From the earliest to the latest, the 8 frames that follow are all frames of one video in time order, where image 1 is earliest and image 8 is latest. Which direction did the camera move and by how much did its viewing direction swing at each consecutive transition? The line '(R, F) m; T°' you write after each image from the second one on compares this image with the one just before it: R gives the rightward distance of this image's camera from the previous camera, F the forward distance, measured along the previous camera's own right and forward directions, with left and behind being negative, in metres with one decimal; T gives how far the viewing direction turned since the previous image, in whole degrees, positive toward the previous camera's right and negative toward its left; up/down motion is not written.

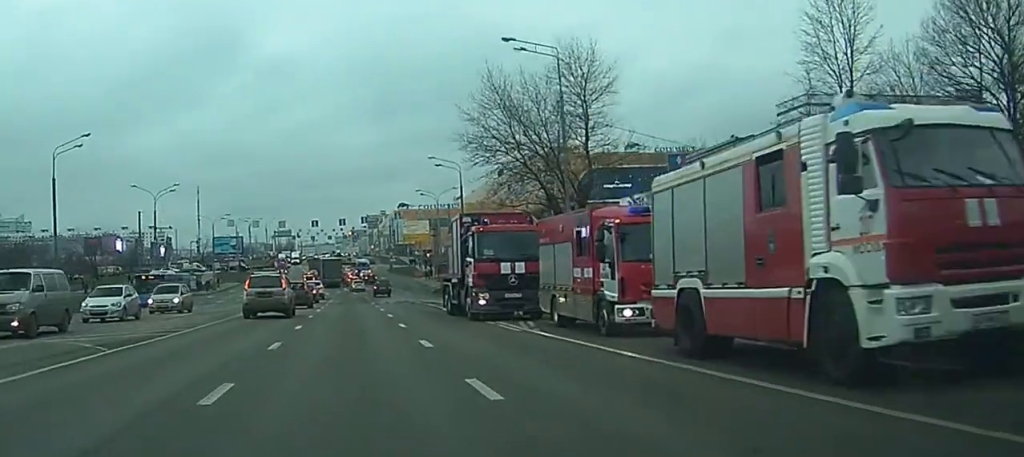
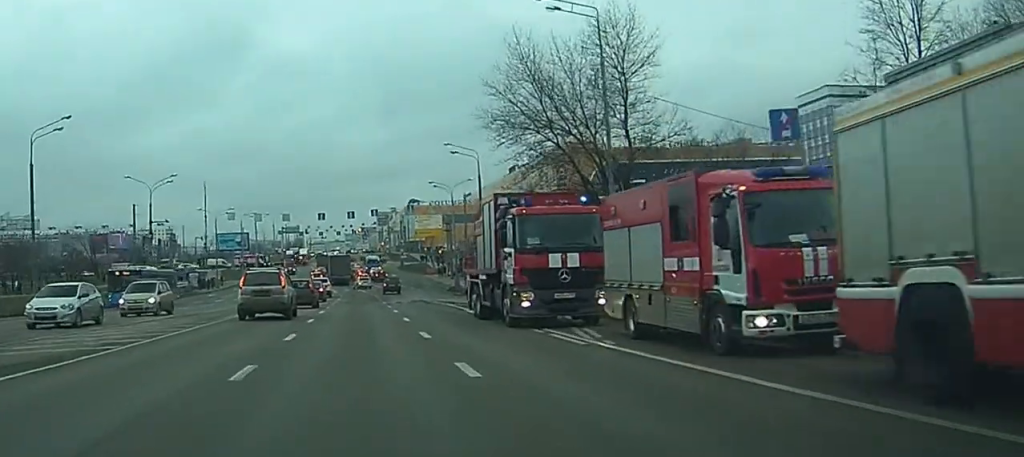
(0.0, +5.8) m; -1°
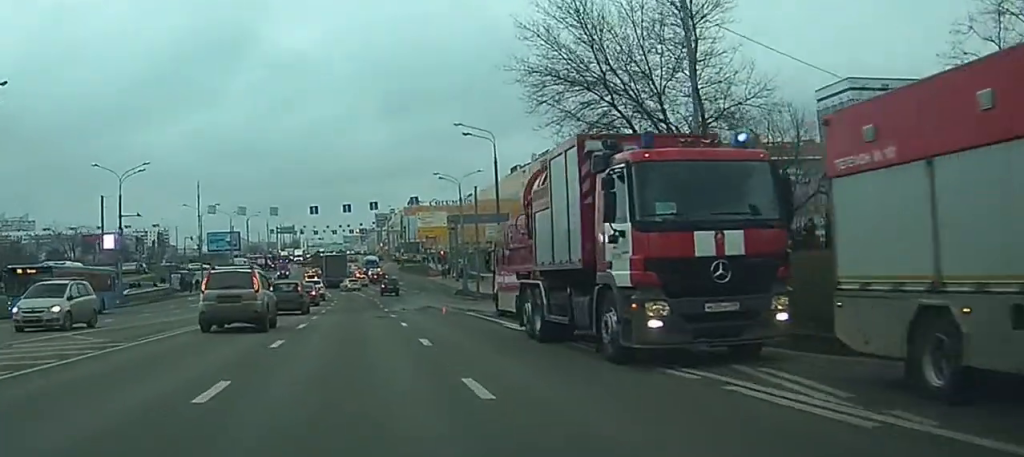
(-0.1, +9.7) m; -1°
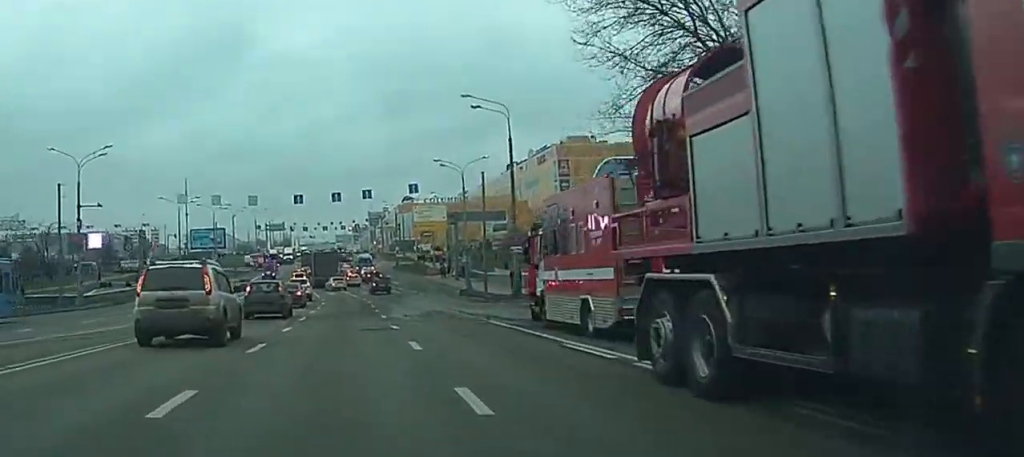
(-0.1, +9.2) m; 0°
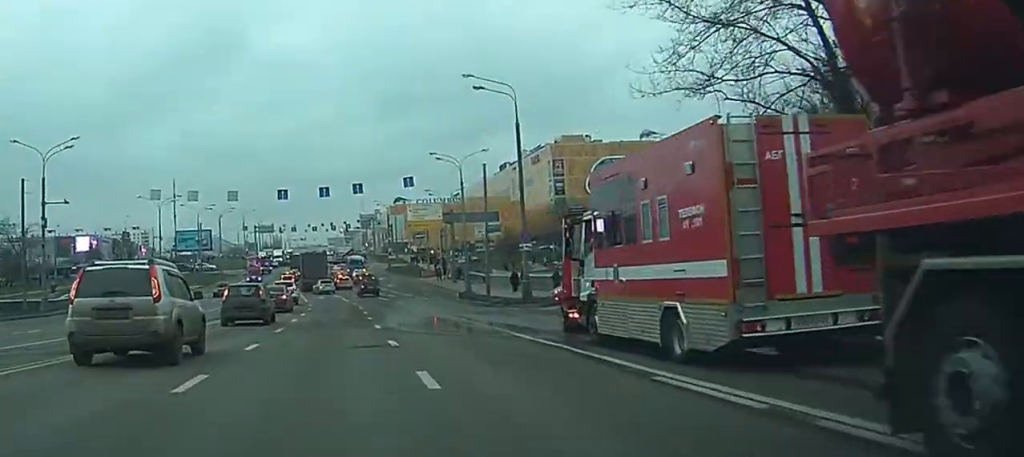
(0.0, +5.8) m; +1°
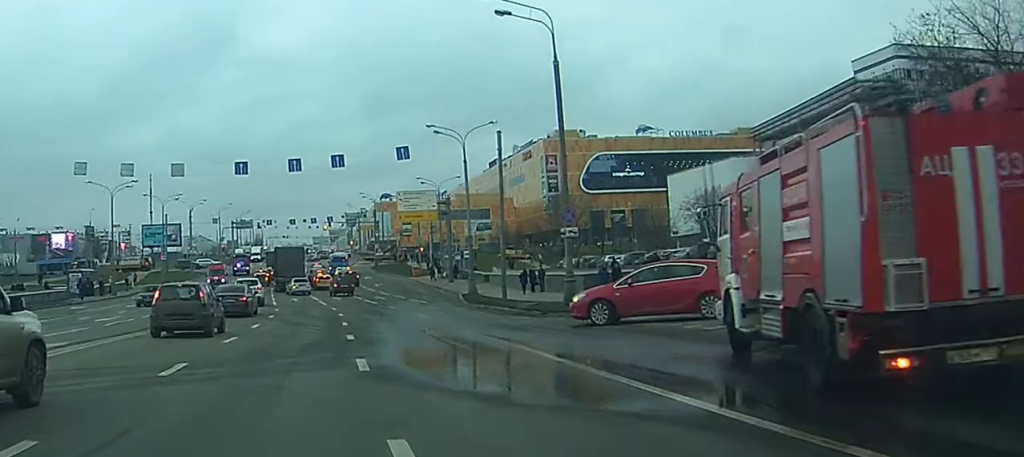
(+0.1, +13.2) m; 0°
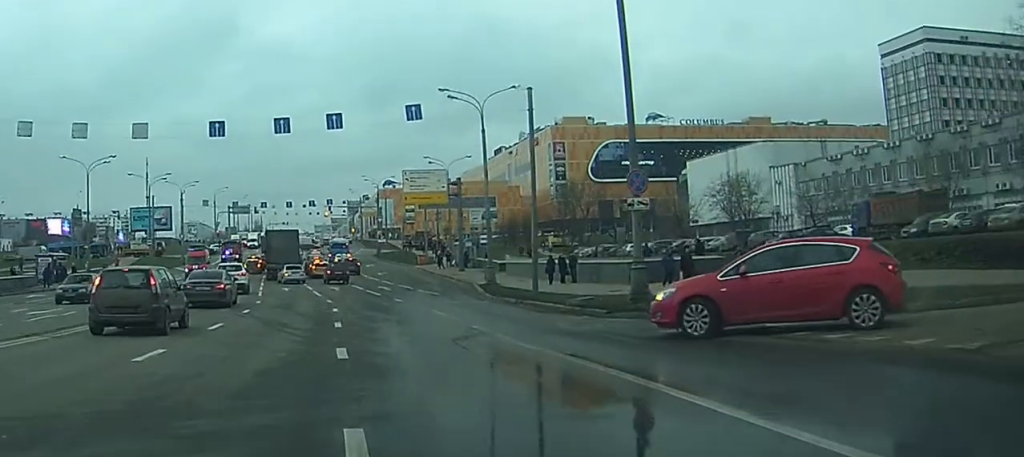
(-0.2, +8.1) m; 0°
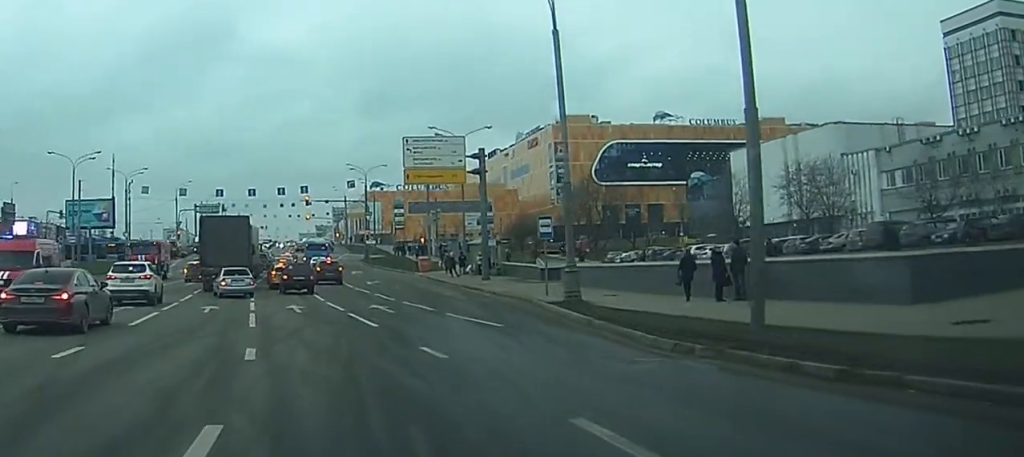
(+0.2, +23.1) m; 0°
